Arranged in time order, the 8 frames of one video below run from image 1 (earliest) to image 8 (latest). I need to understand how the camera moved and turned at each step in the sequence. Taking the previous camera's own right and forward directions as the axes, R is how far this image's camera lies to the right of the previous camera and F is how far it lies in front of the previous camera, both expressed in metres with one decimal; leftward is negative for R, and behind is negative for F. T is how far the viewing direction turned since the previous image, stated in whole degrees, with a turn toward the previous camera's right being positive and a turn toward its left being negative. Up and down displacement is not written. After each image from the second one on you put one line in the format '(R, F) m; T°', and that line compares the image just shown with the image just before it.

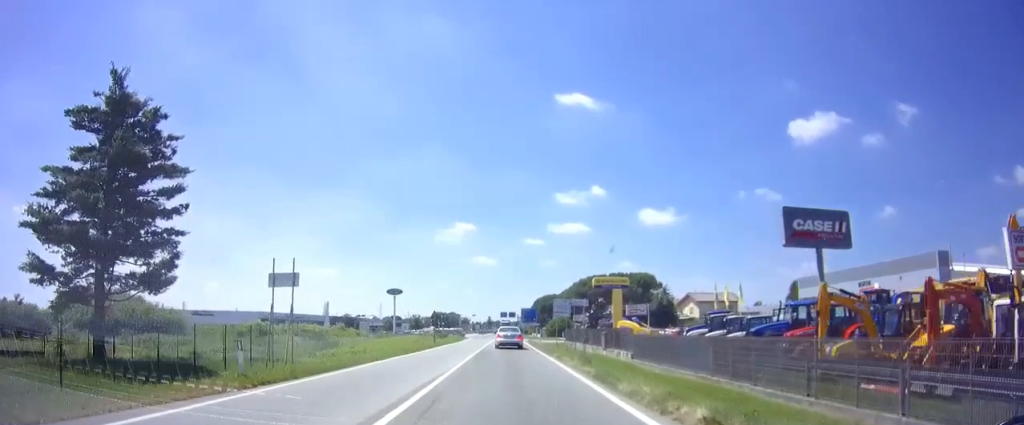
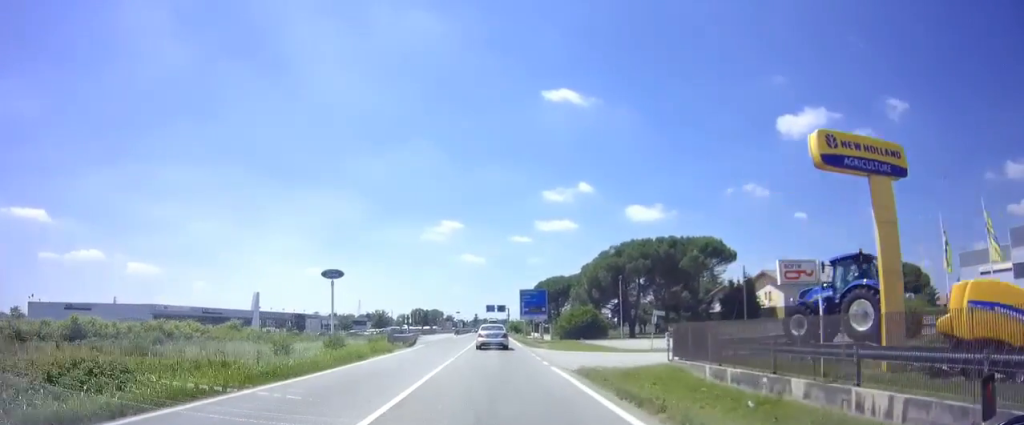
(-0.8, +43.1) m; +1°
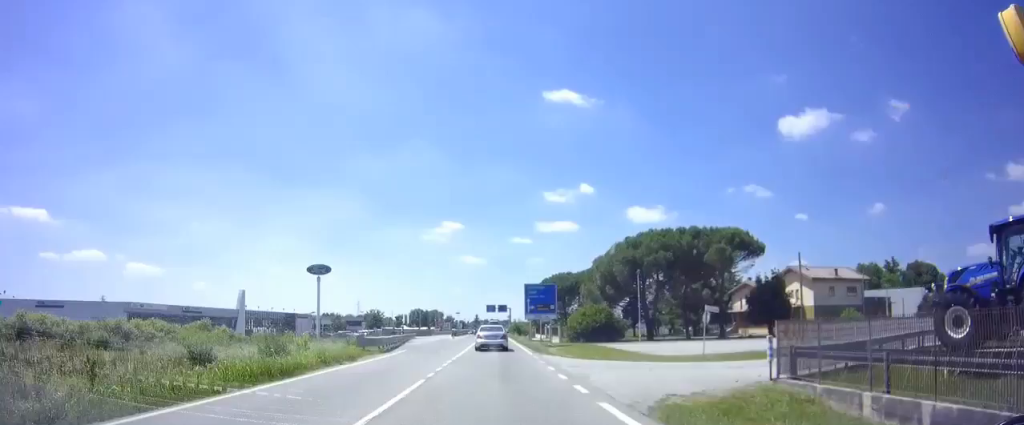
(+0.2, +8.0) m; 0°
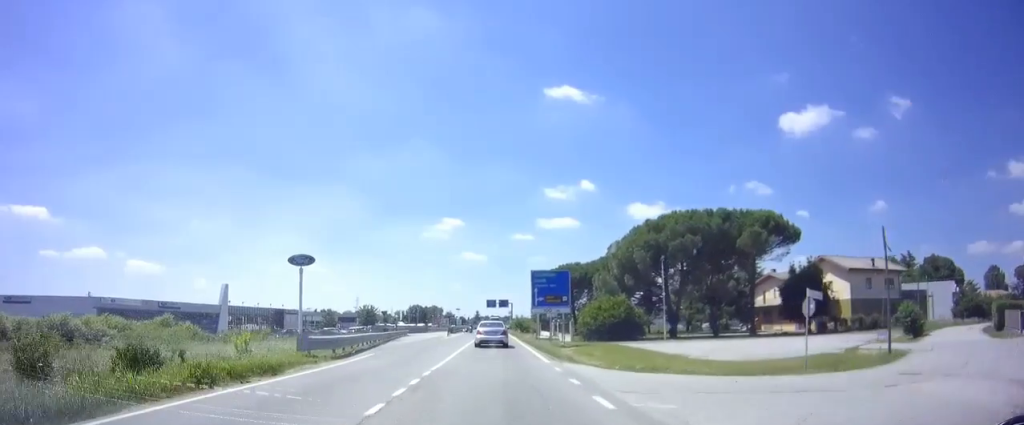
(+0.2, +8.5) m; 0°
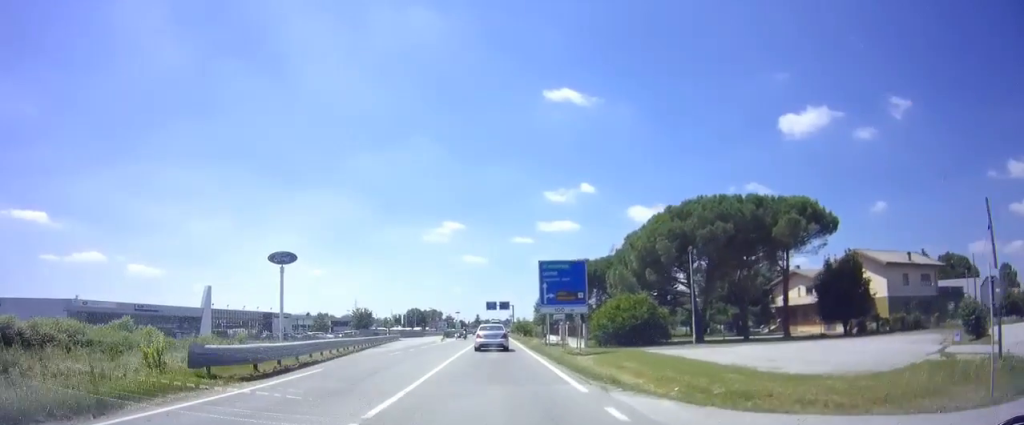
(-0.2, +7.8) m; -1°
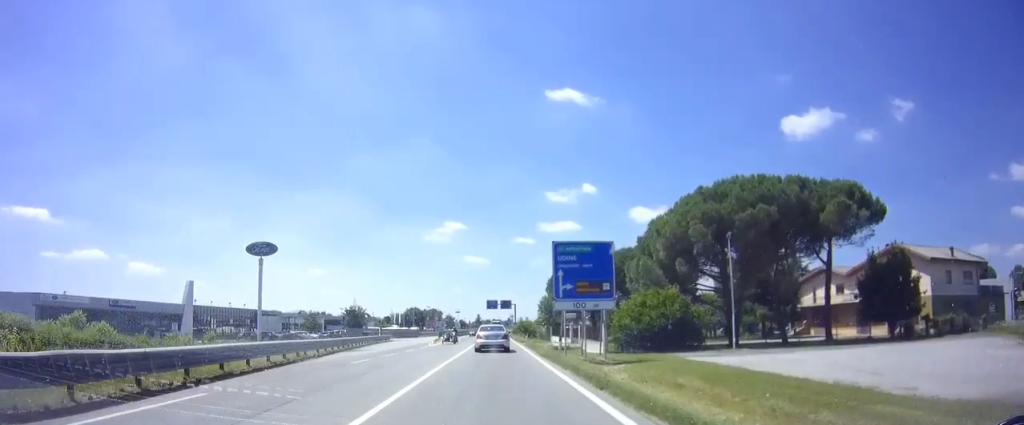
(-0.1, +7.8) m; -1°
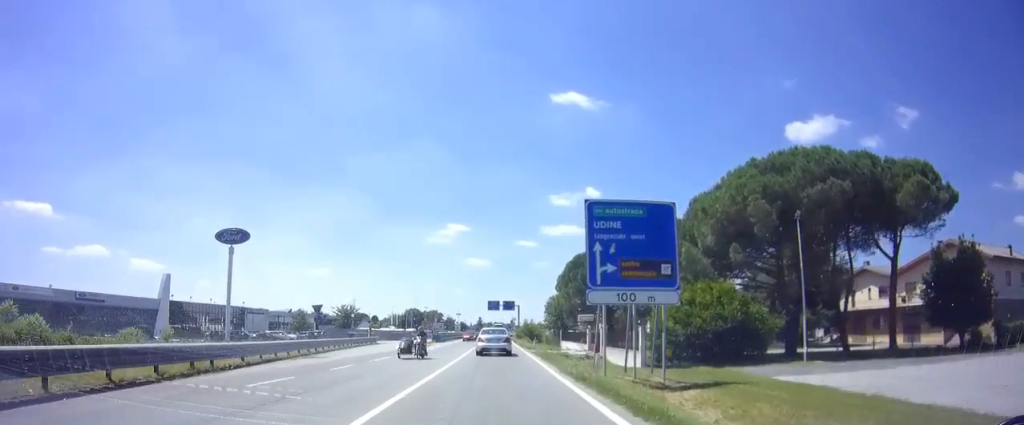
(0.0, +8.7) m; 0°
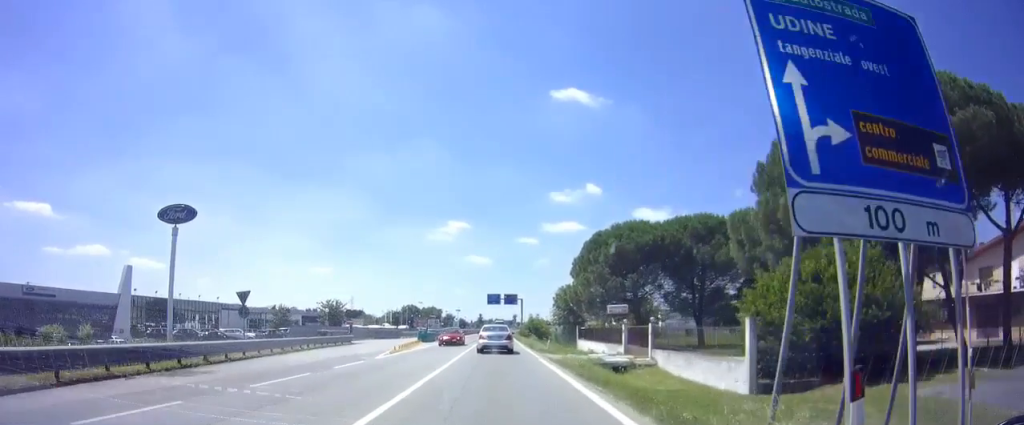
(0.0, +11.5) m; 0°
